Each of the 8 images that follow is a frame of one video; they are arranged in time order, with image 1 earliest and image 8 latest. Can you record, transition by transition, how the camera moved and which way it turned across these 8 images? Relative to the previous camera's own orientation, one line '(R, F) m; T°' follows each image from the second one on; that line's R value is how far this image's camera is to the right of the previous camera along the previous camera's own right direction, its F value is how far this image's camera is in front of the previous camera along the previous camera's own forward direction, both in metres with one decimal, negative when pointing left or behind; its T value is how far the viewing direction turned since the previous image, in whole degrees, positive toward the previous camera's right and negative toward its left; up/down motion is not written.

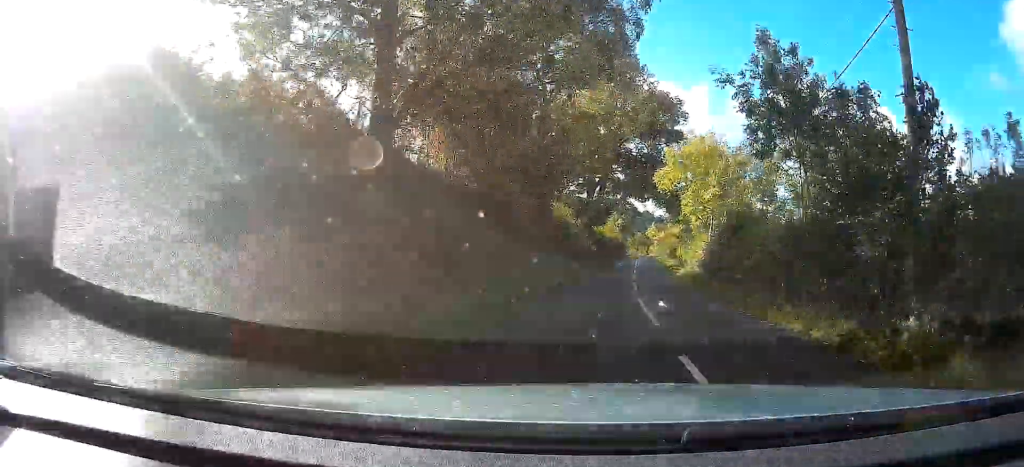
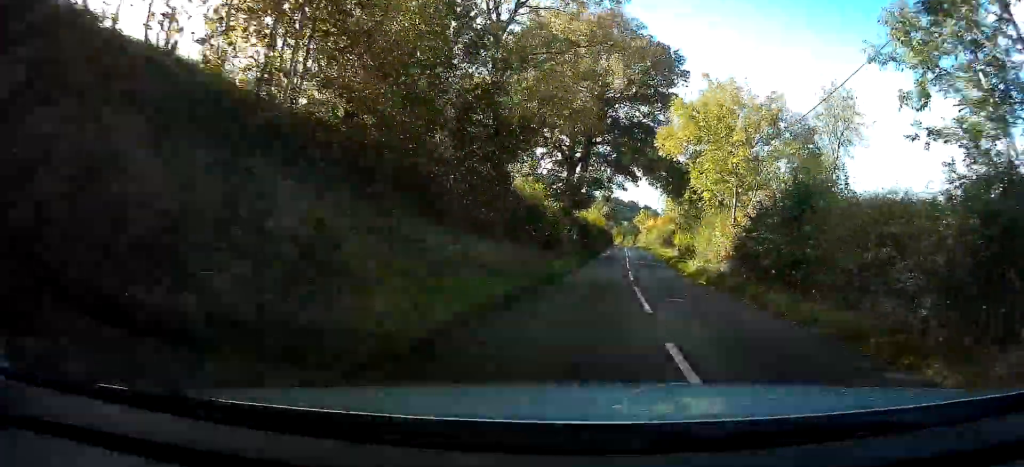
(+0.2, +9.0) m; +1°
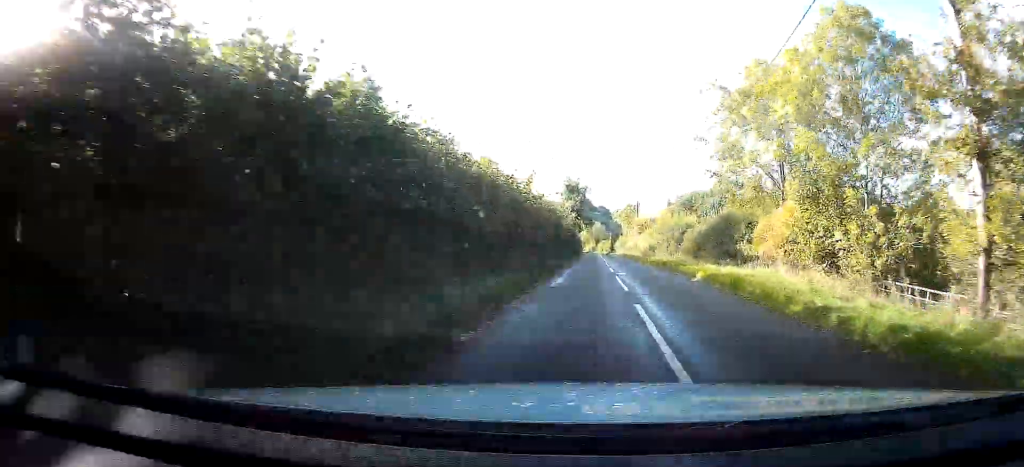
(+1.6, +42.6) m; +3°
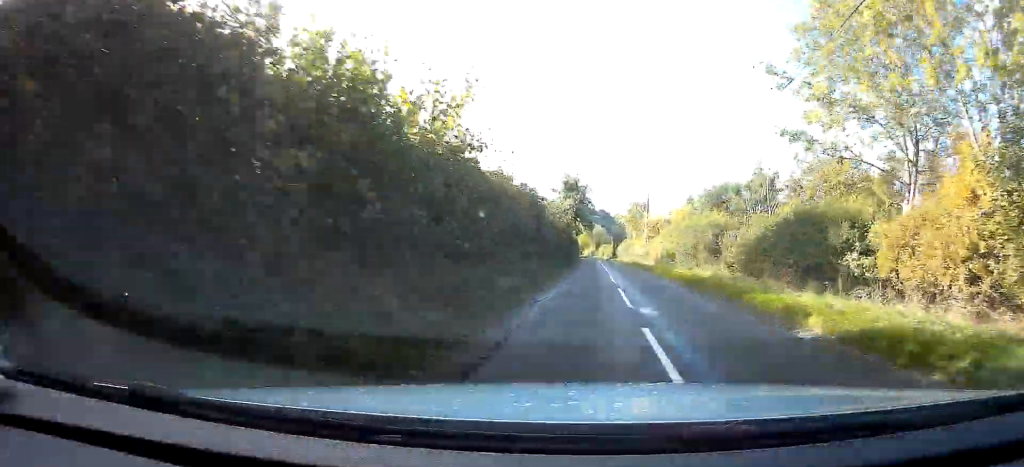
(0.0, +11.0) m; 0°
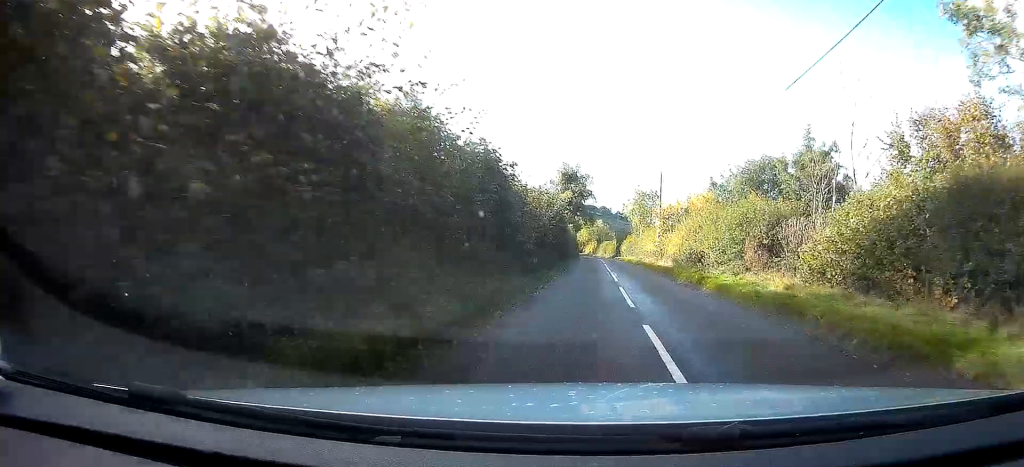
(0.0, +8.7) m; 0°
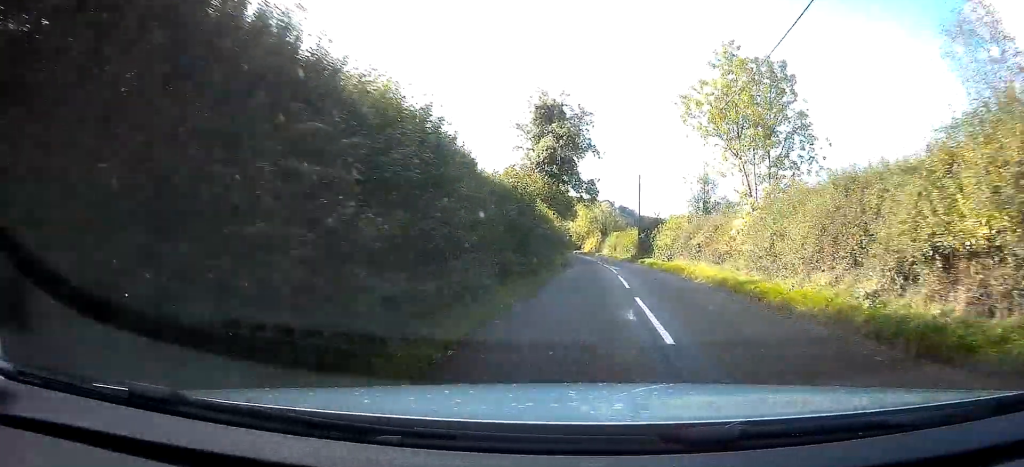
(-0.2, +41.2) m; 0°
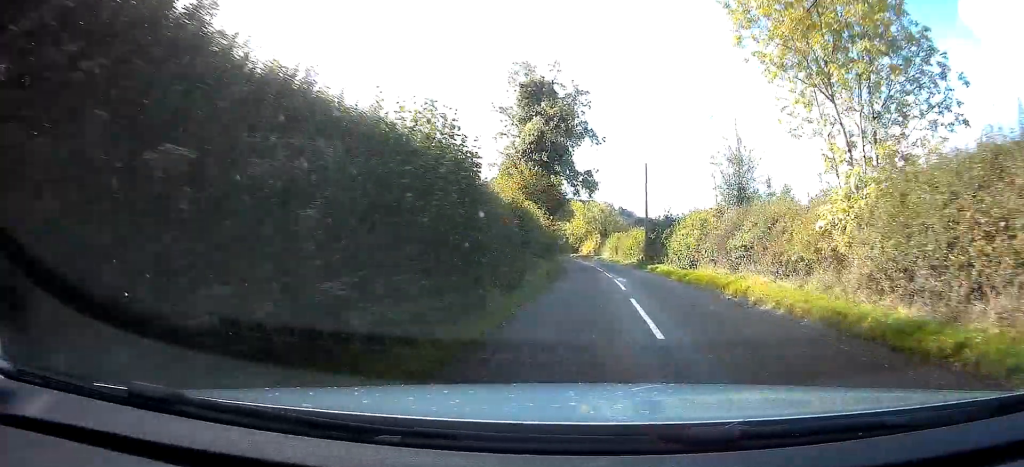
(+0.1, +8.1) m; 0°
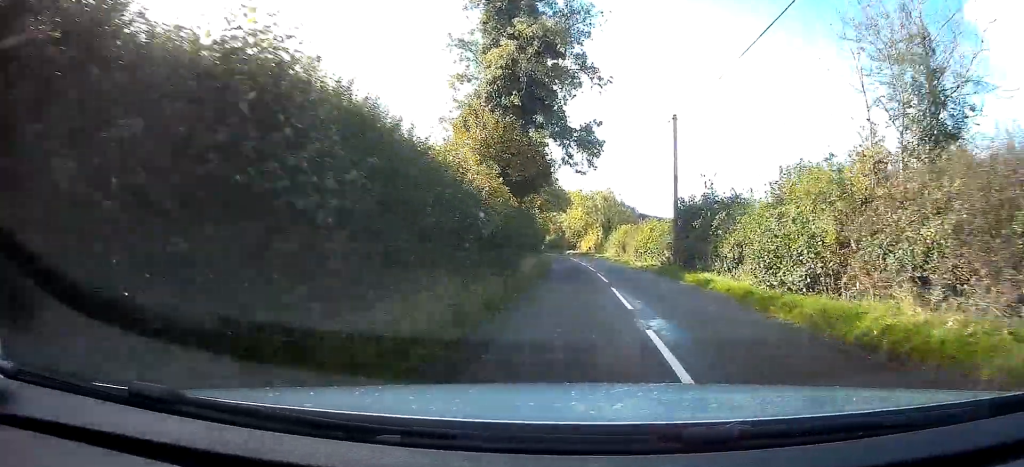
(-0.1, +14.5) m; 0°
